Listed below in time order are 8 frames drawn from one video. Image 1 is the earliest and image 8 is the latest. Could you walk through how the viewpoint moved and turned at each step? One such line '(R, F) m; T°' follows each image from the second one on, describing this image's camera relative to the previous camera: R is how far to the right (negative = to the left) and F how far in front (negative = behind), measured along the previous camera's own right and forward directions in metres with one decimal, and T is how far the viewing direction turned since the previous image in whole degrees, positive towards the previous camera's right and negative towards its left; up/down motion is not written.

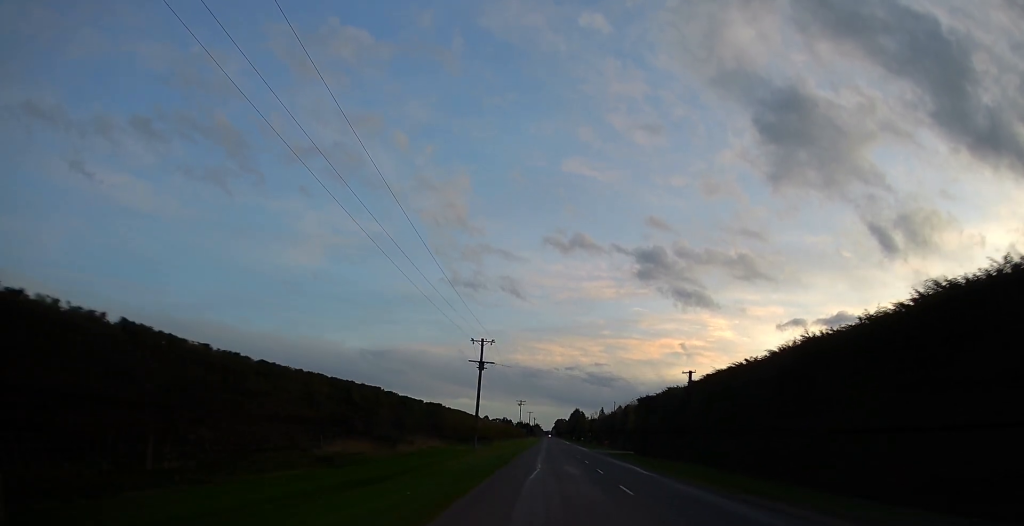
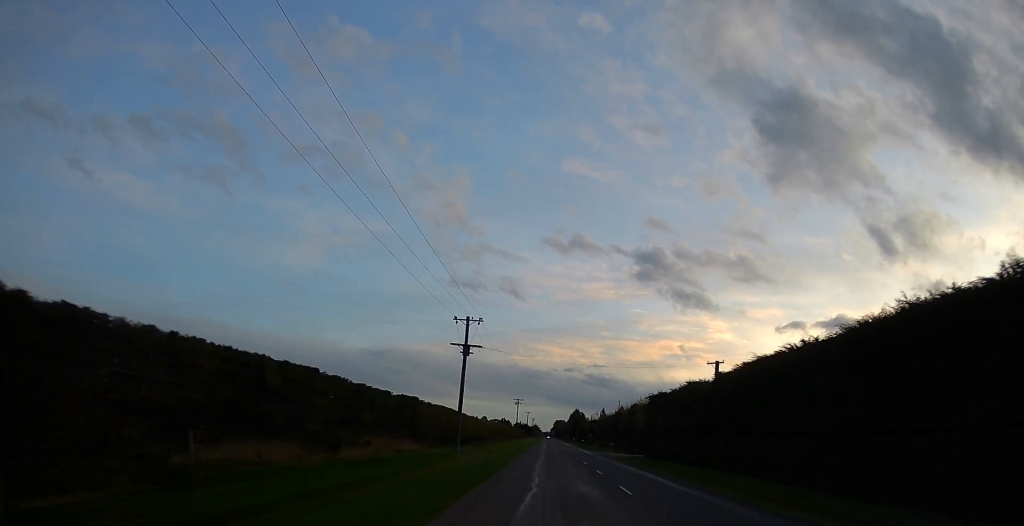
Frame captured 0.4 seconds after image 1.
(-0.1, +9.4) m; 0°
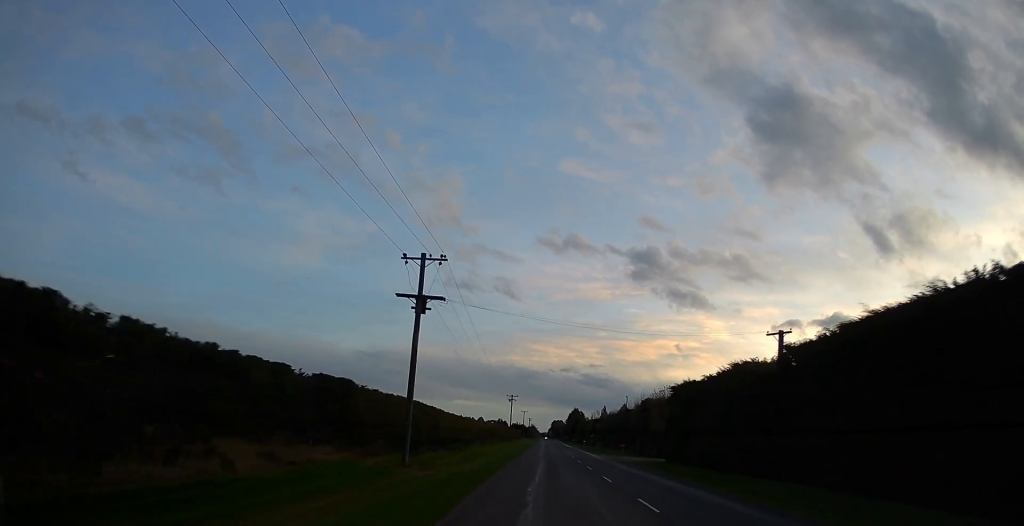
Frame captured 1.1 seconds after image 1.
(+0.1, +14.3) m; 0°
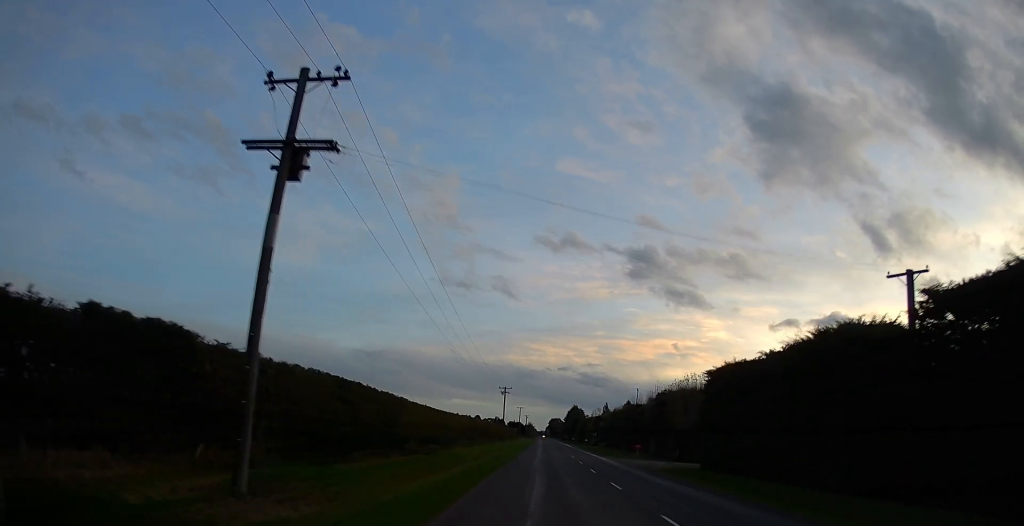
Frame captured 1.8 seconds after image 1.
(+0.2, +13.9) m; -1°
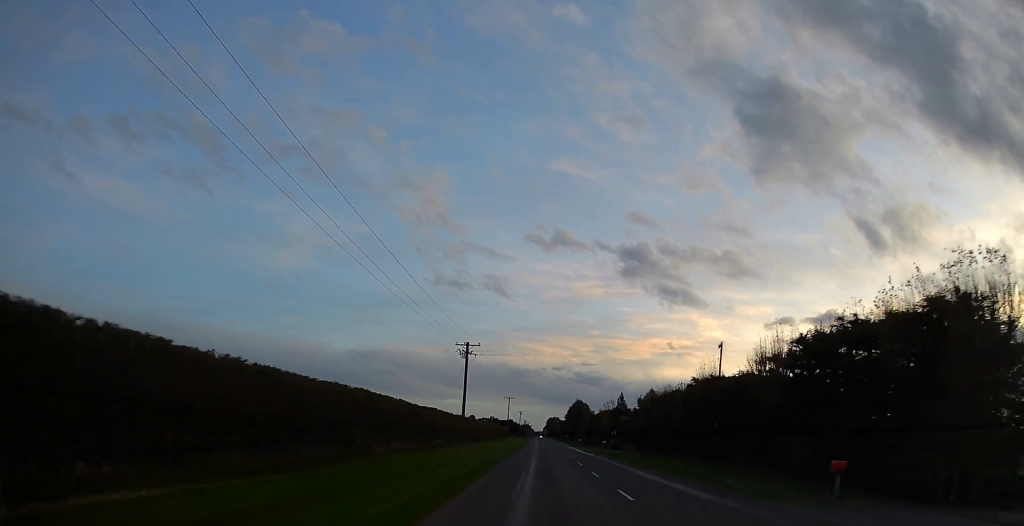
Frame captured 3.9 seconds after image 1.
(-0.1, +43.8) m; +2°
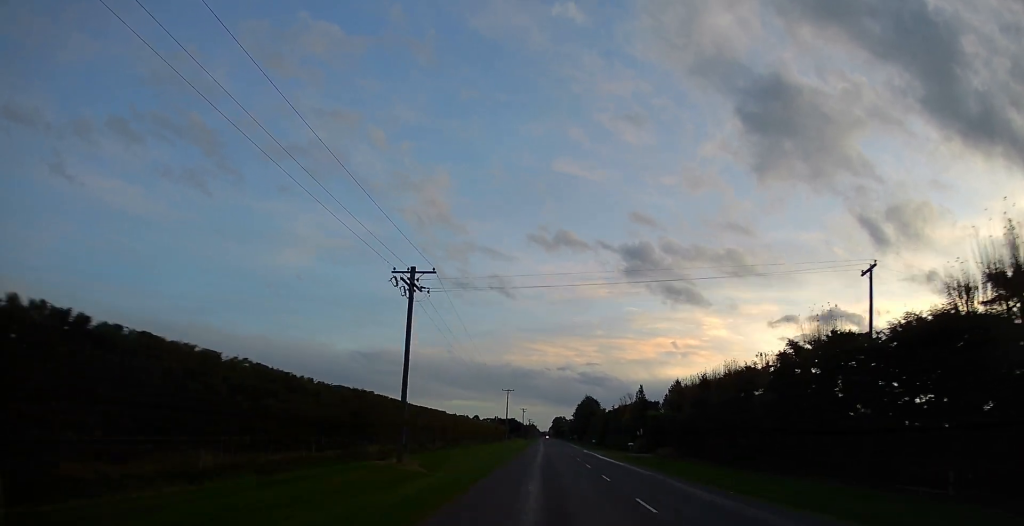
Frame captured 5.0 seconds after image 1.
(+0.2, +22.3) m; 0°
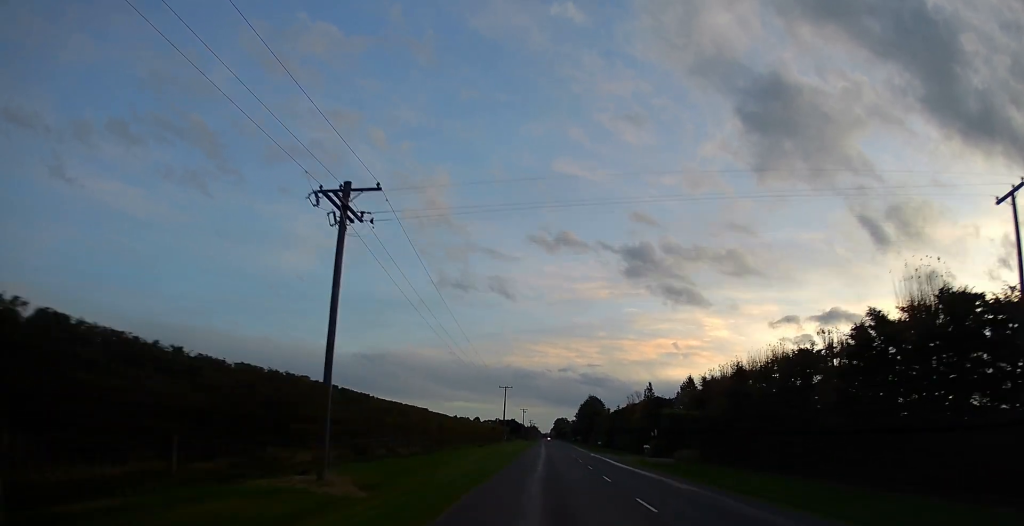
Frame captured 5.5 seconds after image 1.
(-0.3, +9.6) m; 0°
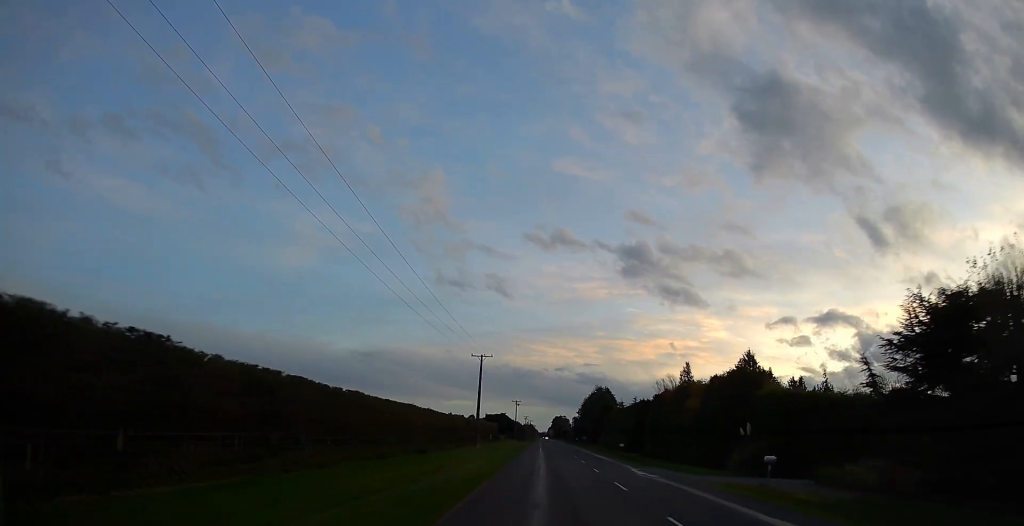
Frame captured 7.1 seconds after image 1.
(0.0, +34.5) m; -1°
